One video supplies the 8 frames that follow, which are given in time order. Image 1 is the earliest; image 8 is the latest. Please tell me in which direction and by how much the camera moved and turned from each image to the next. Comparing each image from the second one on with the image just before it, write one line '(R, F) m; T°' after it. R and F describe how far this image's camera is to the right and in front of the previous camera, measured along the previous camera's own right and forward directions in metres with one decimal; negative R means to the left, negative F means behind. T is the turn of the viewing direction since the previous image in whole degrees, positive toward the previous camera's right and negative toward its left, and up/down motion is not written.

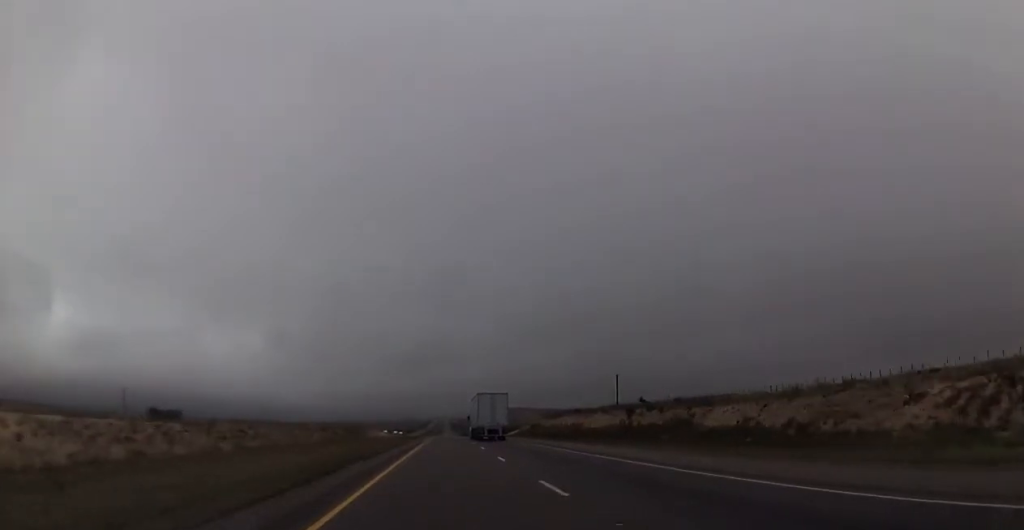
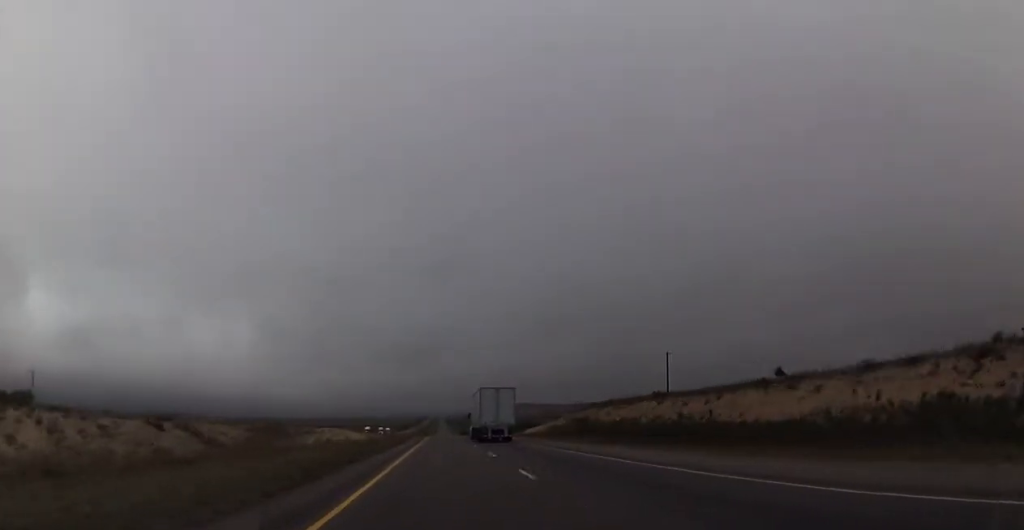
(+0.3, +44.8) m; +1°
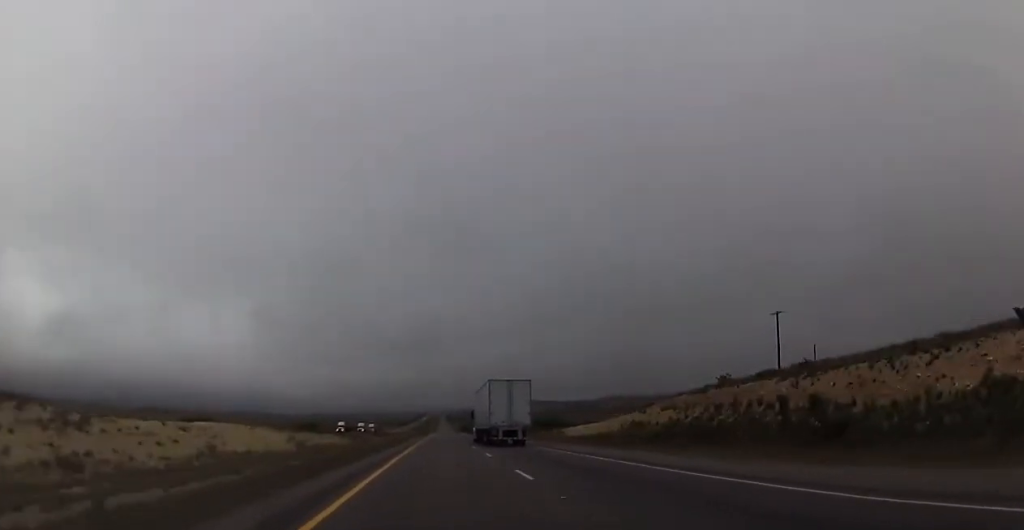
(-0.1, +48.7) m; -1°
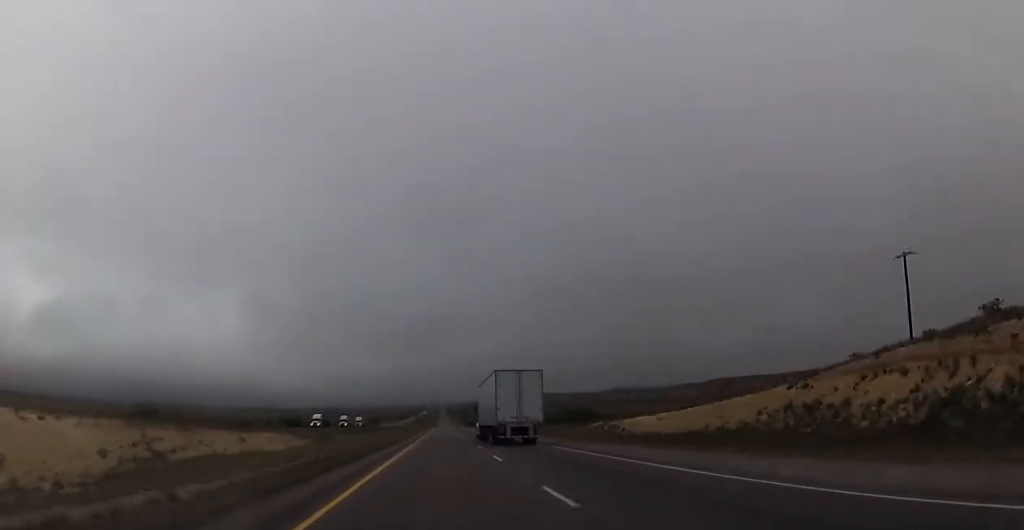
(-0.5, +29.5) m; 0°
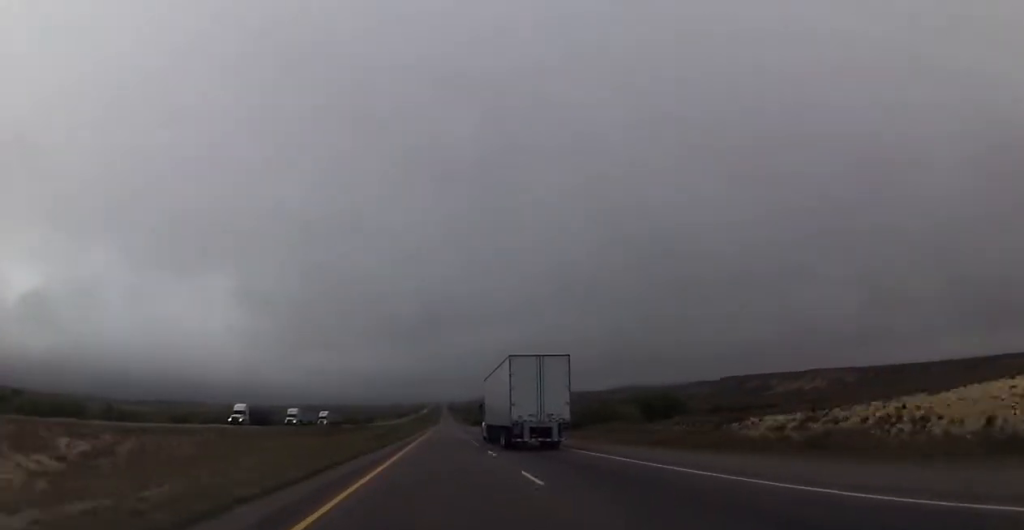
(+0.5, +45.1) m; +1°
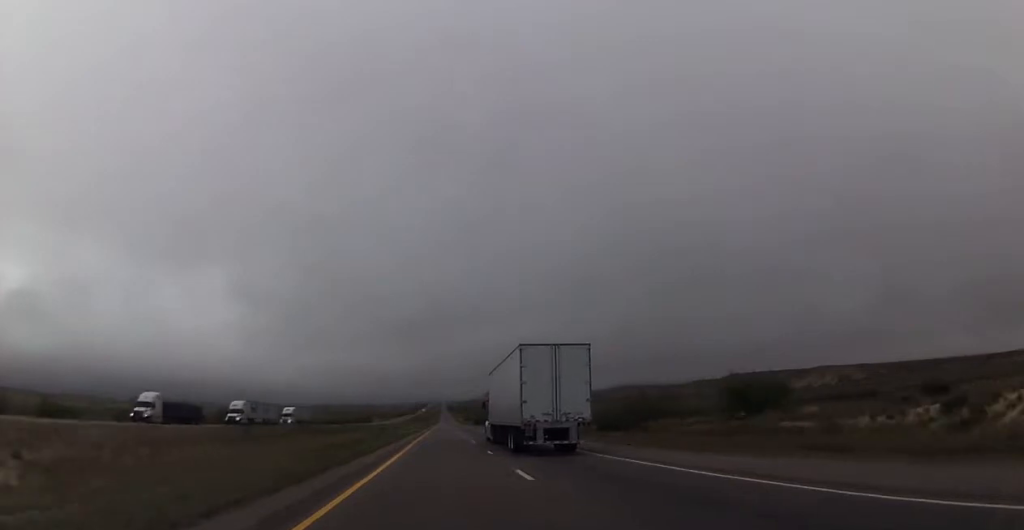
(0.0, +23.3) m; 0°
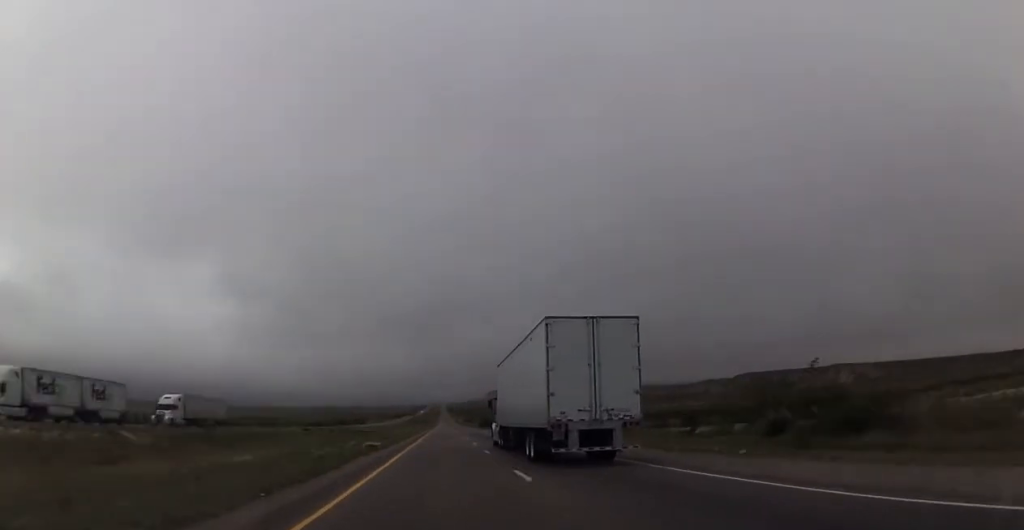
(0.0, +36.2) m; 0°
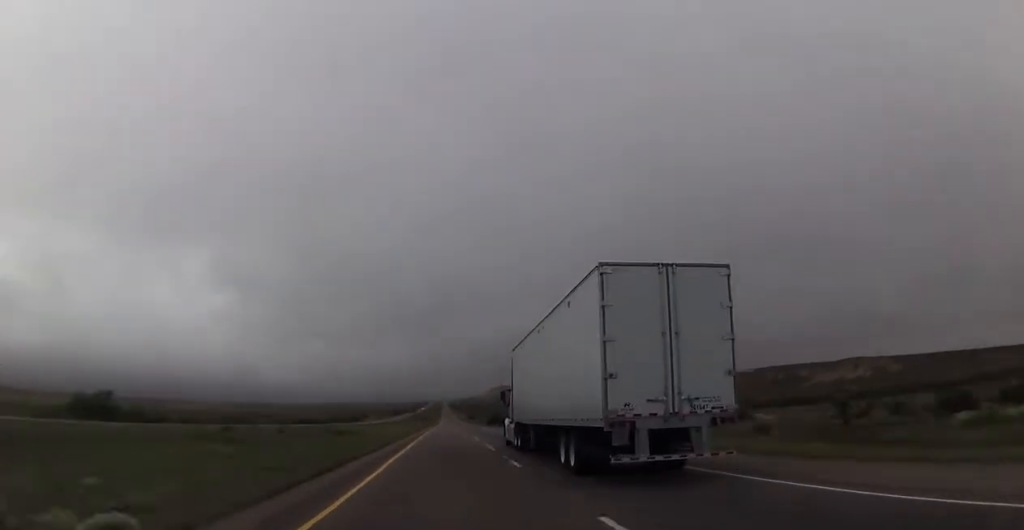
(-0.2, +33.5) m; 0°
